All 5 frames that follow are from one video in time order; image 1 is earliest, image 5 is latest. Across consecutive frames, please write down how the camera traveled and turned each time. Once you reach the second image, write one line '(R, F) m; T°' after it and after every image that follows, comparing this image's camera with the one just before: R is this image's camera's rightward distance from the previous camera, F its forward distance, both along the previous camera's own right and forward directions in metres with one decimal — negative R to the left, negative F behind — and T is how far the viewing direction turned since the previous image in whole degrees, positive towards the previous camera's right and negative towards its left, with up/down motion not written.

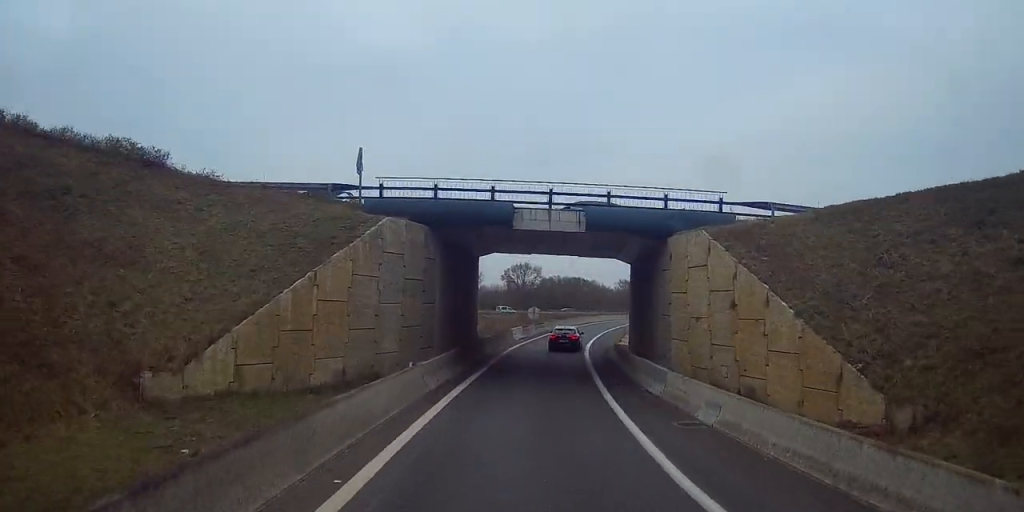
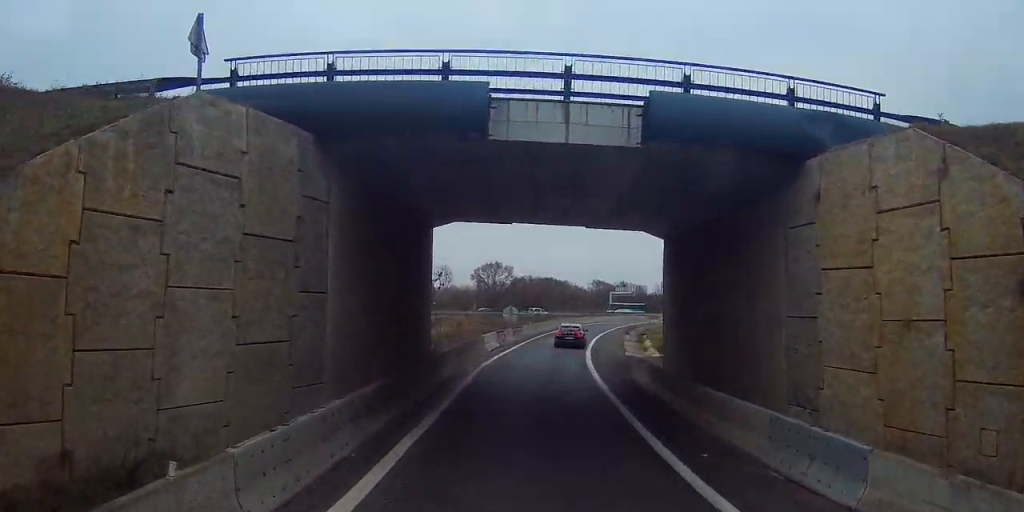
(+0.3, +12.0) m; +2°
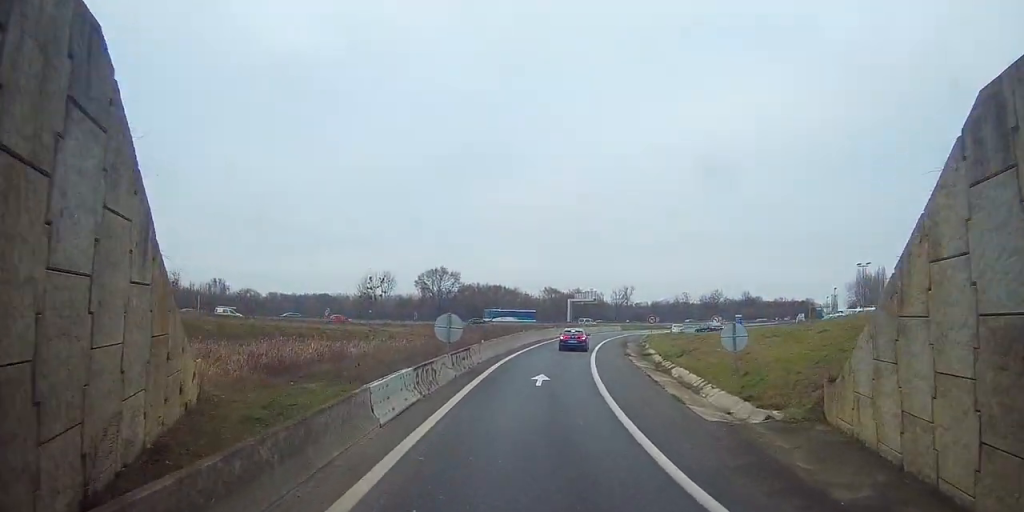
(+0.8, +20.0) m; +4°
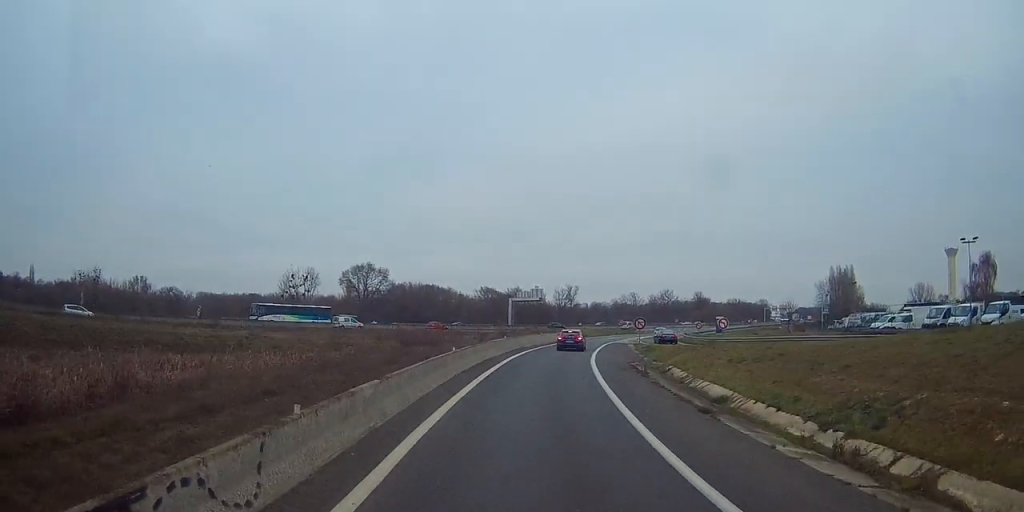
(+1.0, +23.4) m; +6°
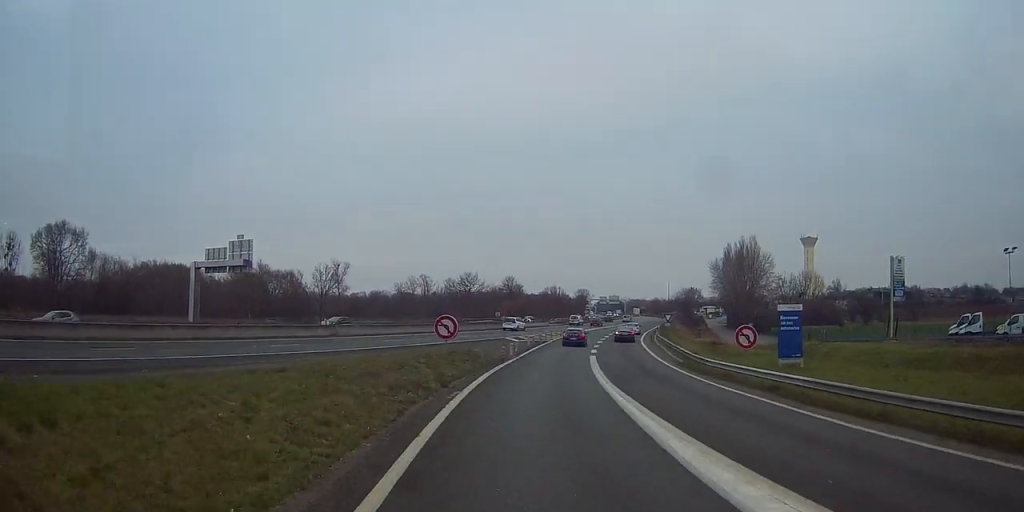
(+14.3, +78.3) m; +20°
